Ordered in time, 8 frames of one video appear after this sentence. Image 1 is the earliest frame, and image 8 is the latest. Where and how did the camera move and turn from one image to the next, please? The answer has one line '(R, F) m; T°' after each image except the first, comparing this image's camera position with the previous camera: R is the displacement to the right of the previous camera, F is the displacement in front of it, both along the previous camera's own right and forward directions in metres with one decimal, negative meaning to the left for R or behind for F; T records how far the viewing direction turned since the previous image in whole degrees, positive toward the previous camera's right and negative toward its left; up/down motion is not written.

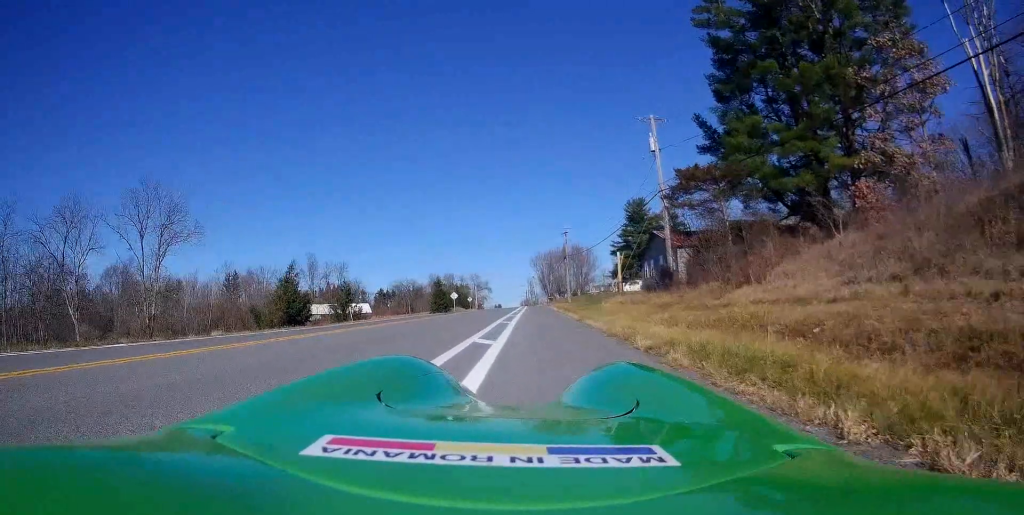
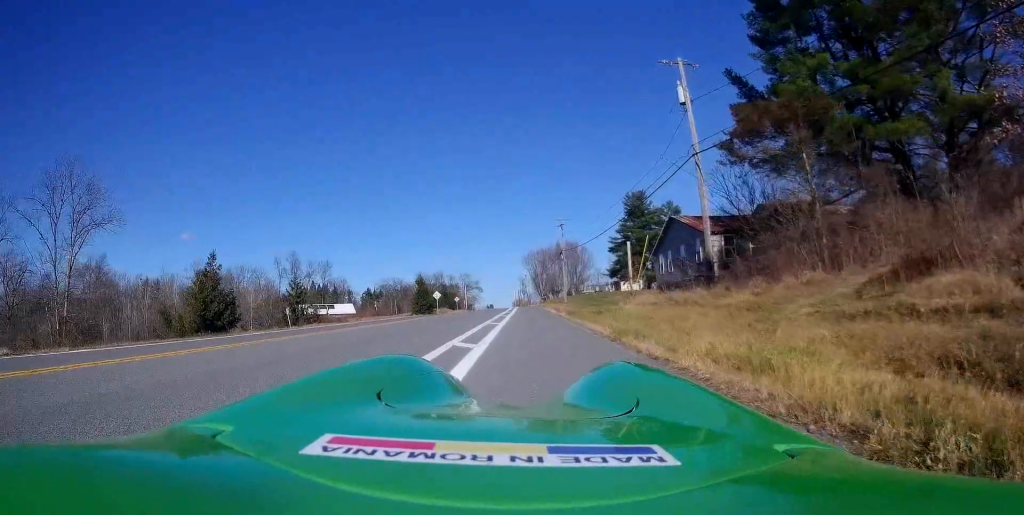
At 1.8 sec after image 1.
(0.0, +10.0) m; +3°
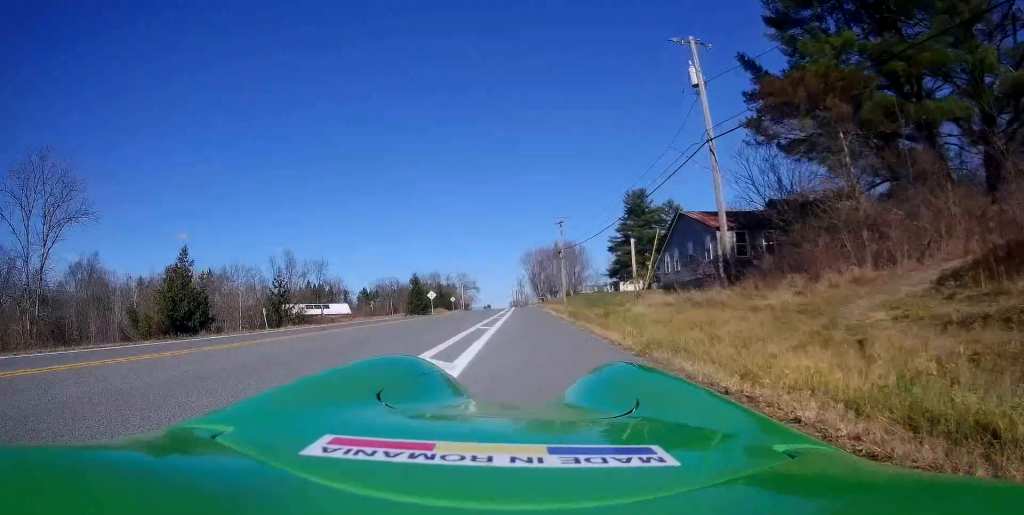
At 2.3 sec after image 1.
(0.0, +2.7) m; +1°
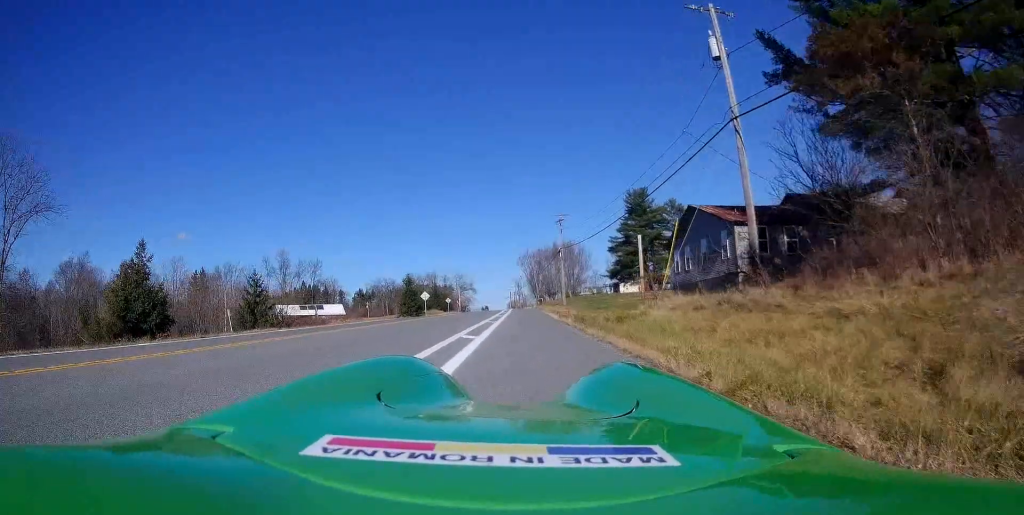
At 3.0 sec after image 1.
(+0.3, +3.6) m; 0°
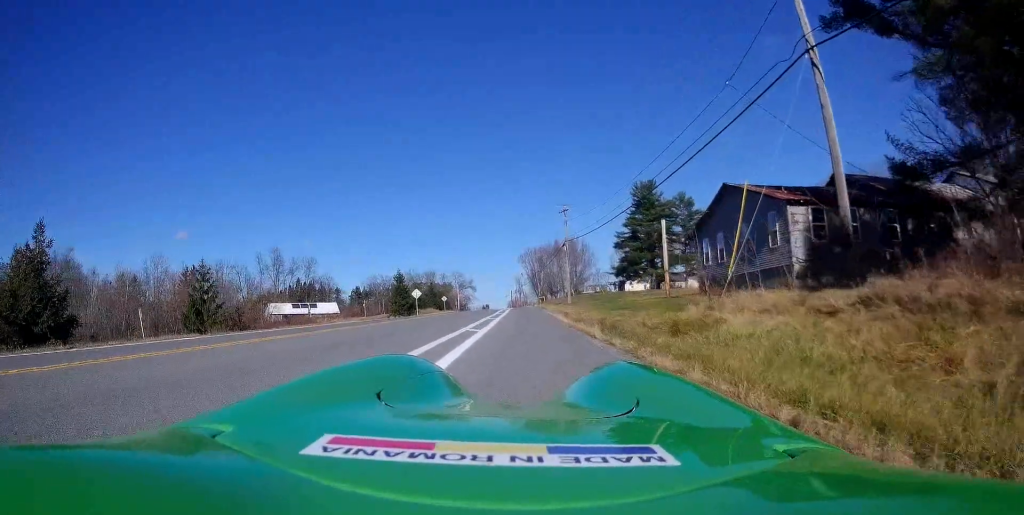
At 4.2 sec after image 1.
(-0.3, +6.9) m; 0°
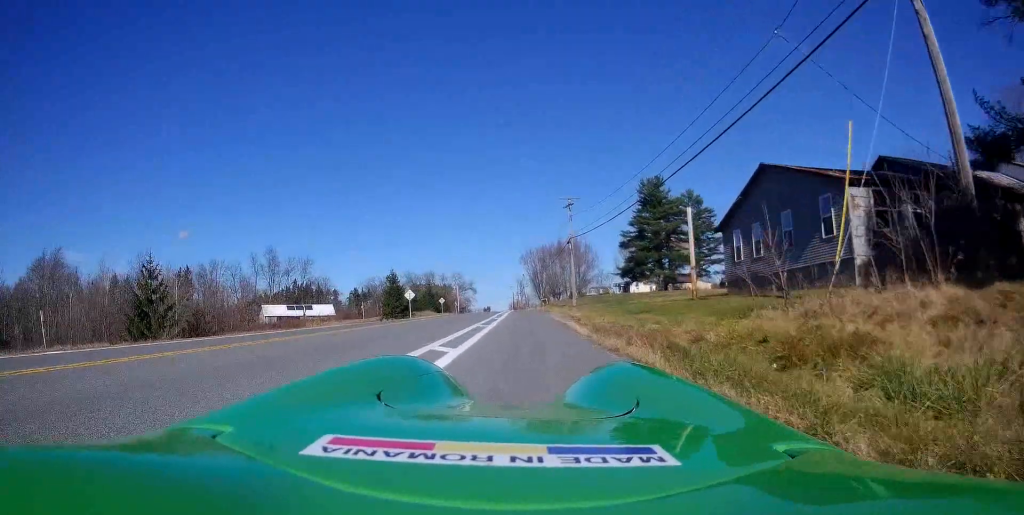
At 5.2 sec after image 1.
(+0.2, +5.2) m; +1°
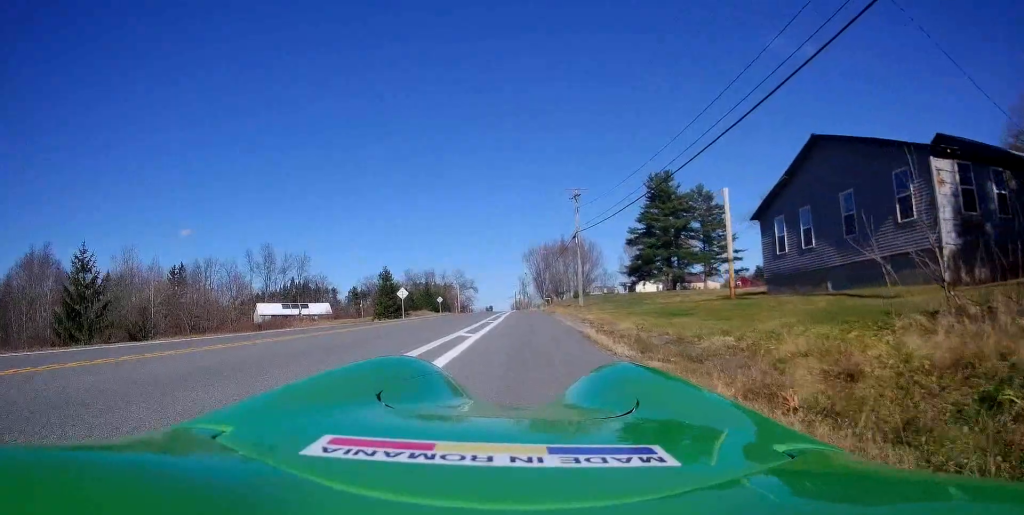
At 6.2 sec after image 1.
(-0.2, +5.1) m; 0°
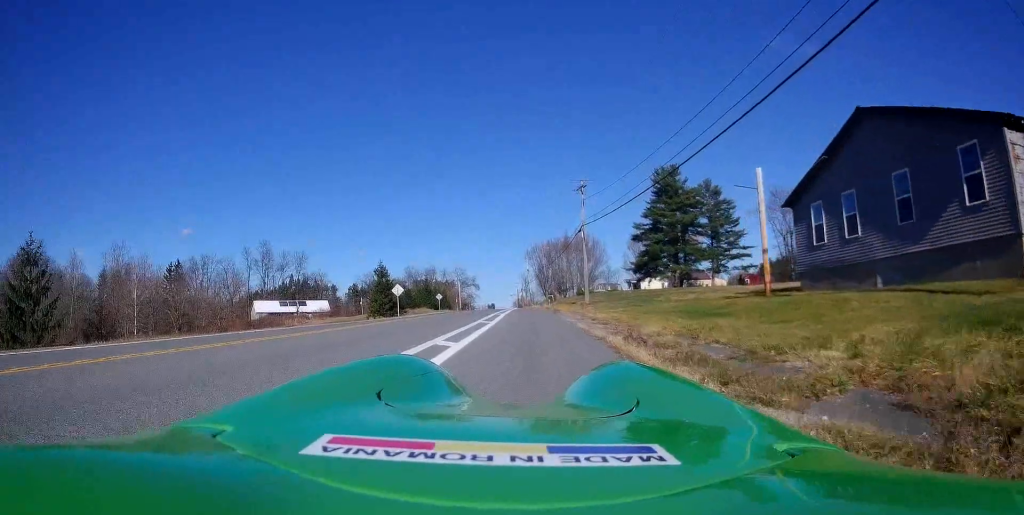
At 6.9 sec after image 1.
(+0.2, +3.4) m; 0°
